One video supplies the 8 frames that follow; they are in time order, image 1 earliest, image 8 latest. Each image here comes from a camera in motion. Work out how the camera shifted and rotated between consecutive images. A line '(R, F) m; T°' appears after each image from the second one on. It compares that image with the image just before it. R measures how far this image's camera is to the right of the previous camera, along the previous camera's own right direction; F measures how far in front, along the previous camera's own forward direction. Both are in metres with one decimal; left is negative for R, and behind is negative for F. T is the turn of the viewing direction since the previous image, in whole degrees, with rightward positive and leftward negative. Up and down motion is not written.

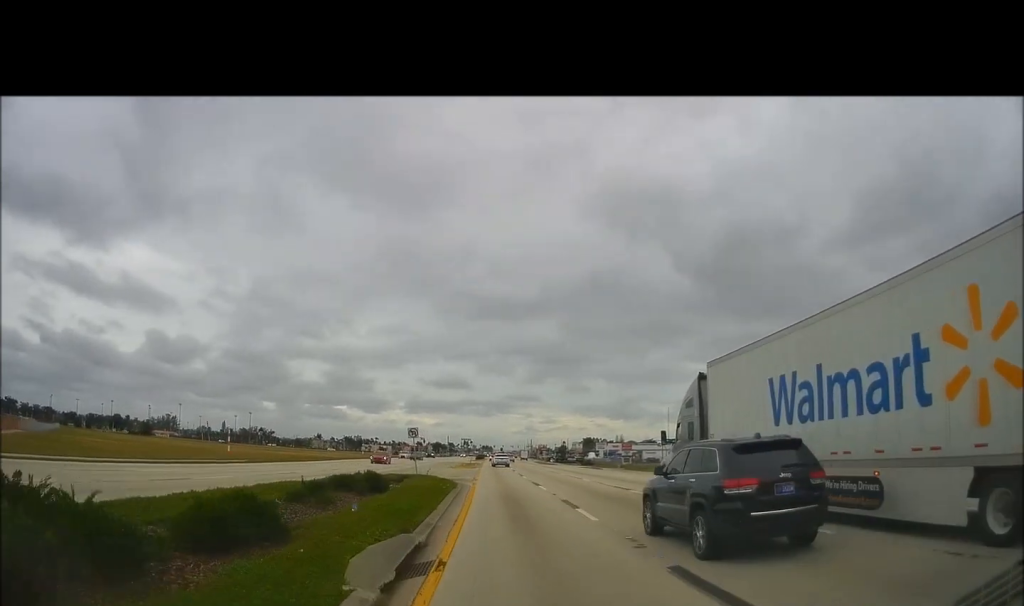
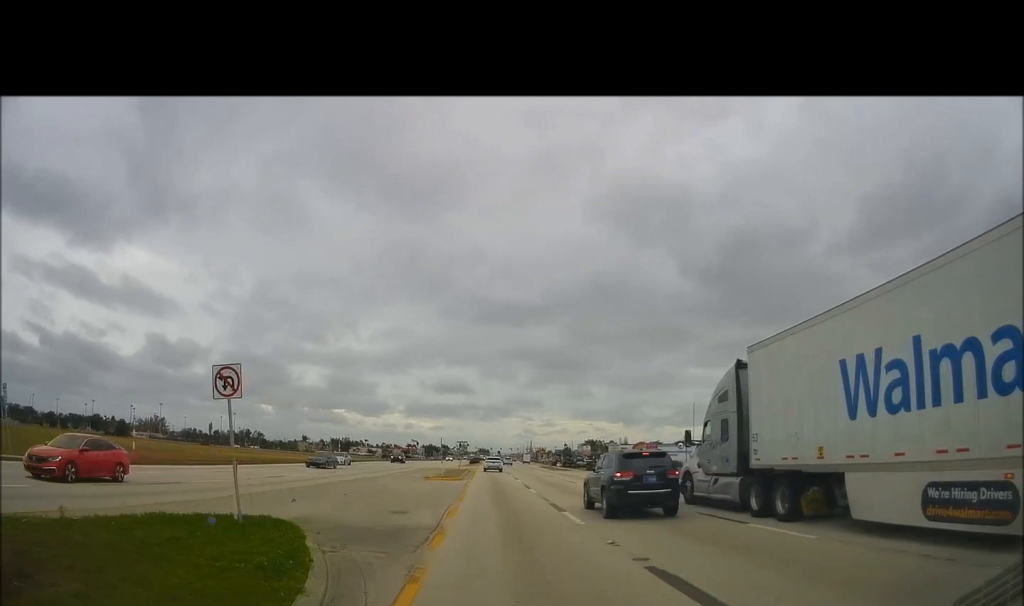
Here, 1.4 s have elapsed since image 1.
(+0.2, +24.5) m; 0°
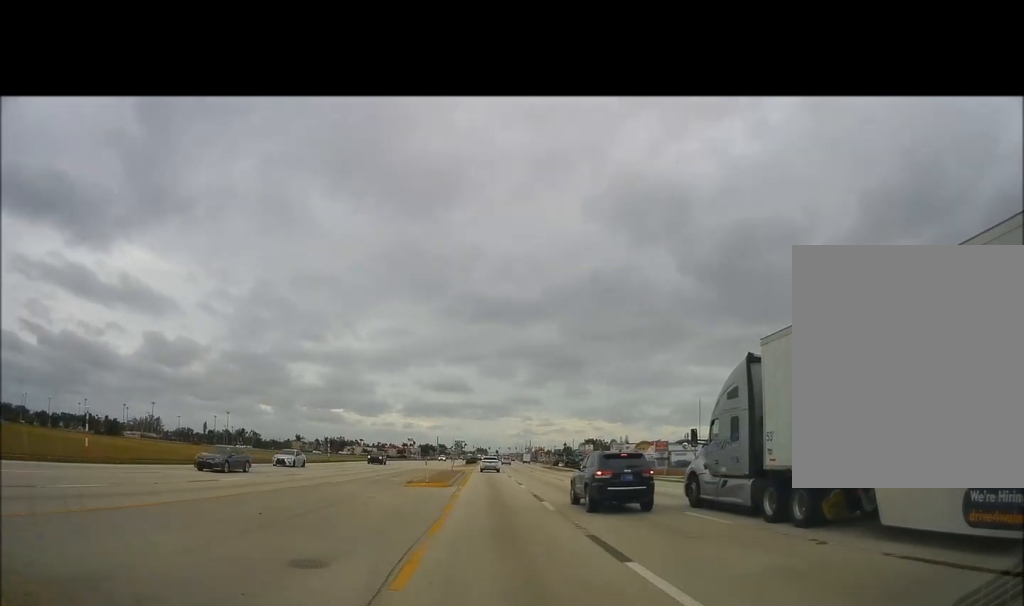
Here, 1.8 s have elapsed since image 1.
(-0.3, +8.4) m; +1°
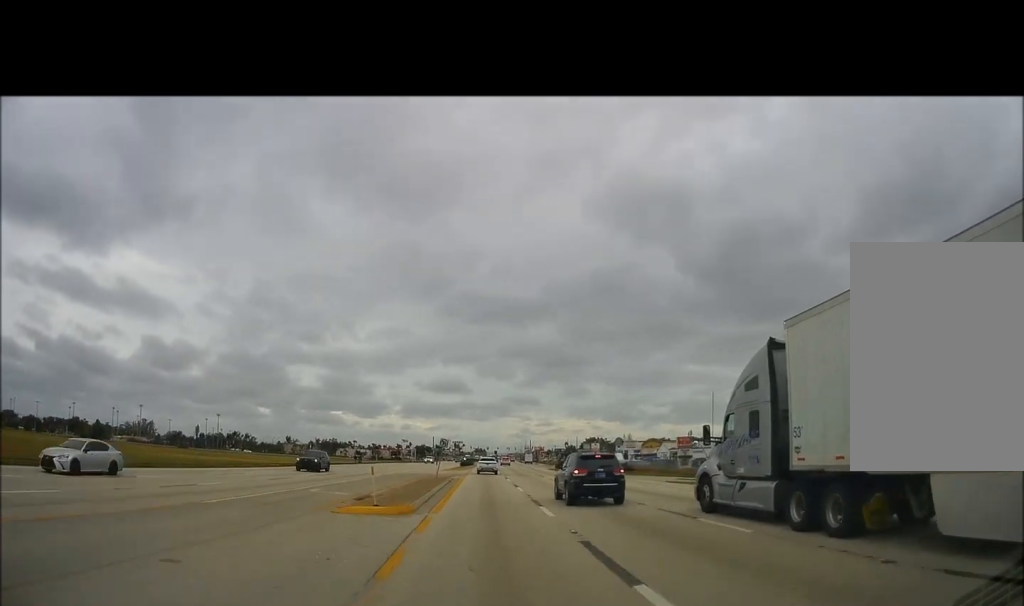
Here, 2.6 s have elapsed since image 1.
(+0.4, +13.8) m; +1°
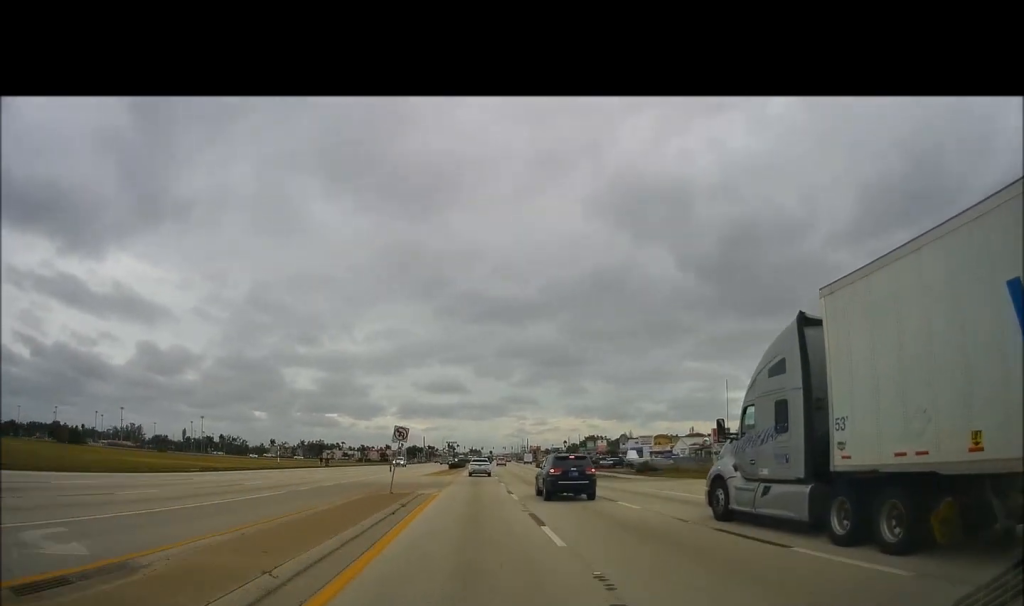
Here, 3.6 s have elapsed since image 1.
(+0.2, +17.6) m; +1°
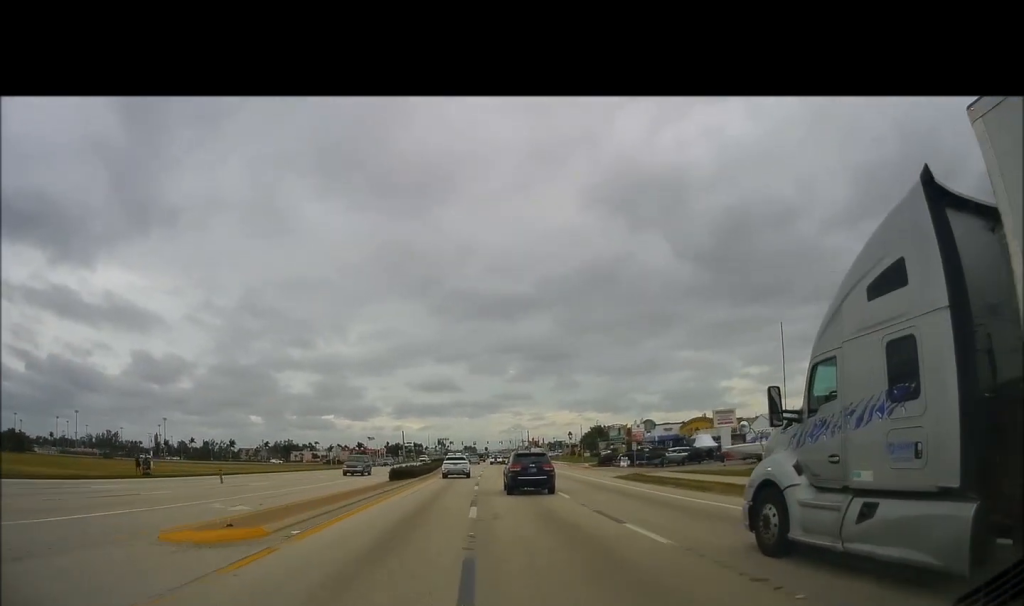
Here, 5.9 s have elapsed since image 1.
(-0.2, +44.0) m; 0°
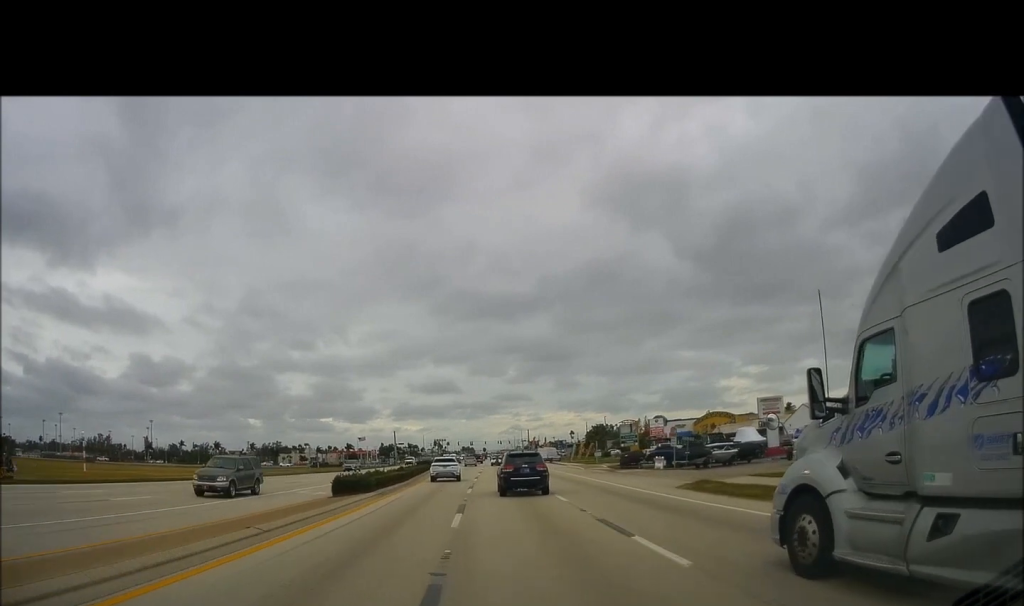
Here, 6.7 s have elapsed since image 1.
(+0.2, +13.9) m; +1°
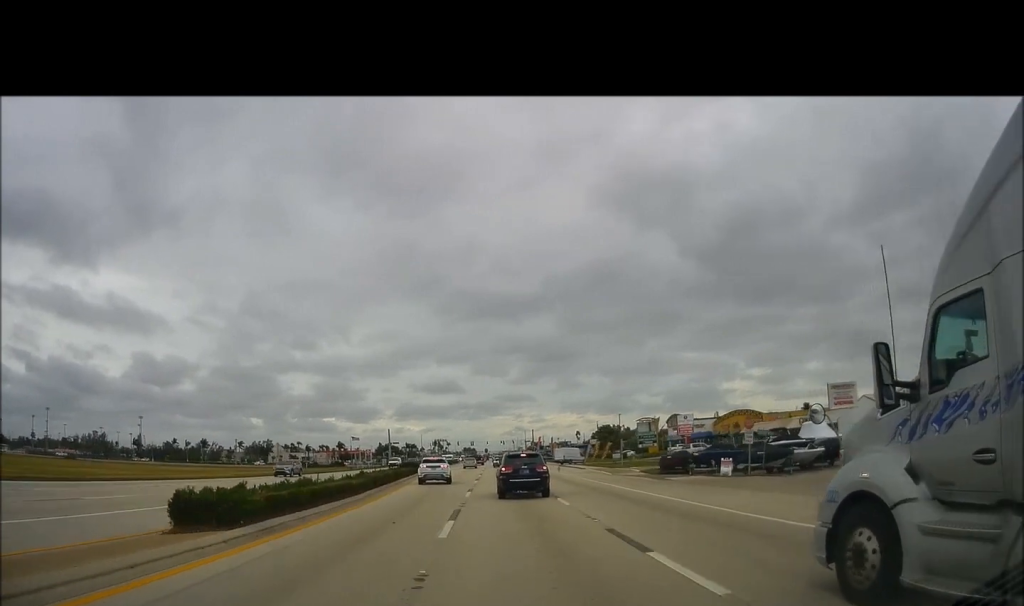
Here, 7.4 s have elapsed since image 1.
(+0.1, +13.9) m; 0°
